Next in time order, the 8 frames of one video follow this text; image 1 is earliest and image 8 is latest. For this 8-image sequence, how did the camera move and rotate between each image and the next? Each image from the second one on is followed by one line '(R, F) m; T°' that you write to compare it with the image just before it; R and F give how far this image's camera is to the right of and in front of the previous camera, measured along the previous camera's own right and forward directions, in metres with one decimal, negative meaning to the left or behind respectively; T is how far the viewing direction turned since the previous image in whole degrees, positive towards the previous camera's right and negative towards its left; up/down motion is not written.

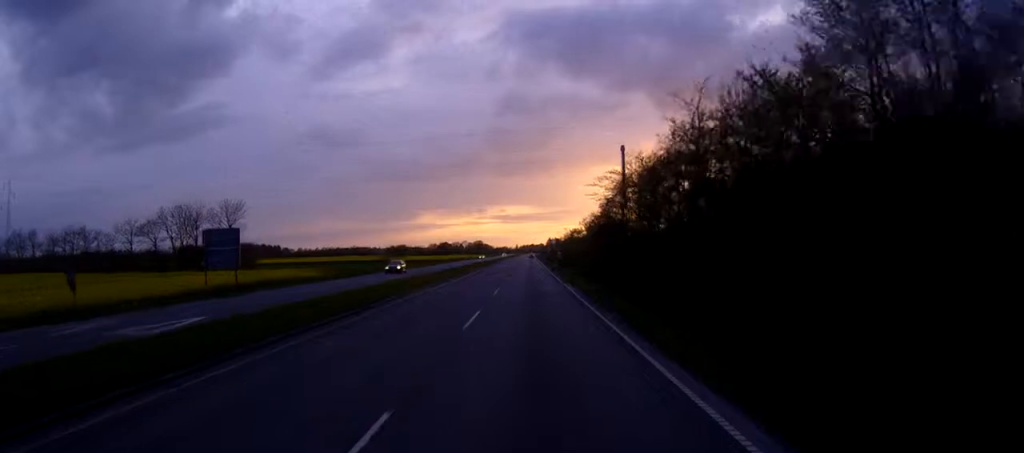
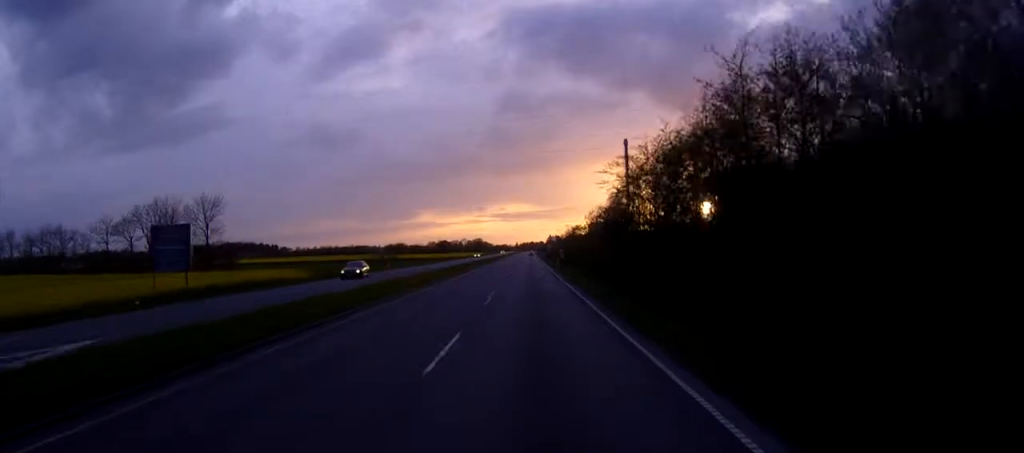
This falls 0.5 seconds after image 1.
(0.0, +7.3) m; 0°
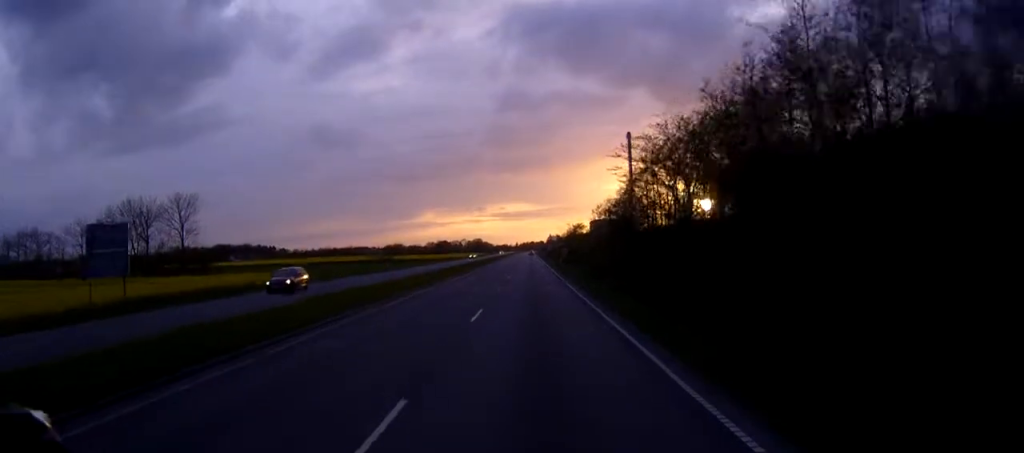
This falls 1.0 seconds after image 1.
(0.0, +6.9) m; 0°
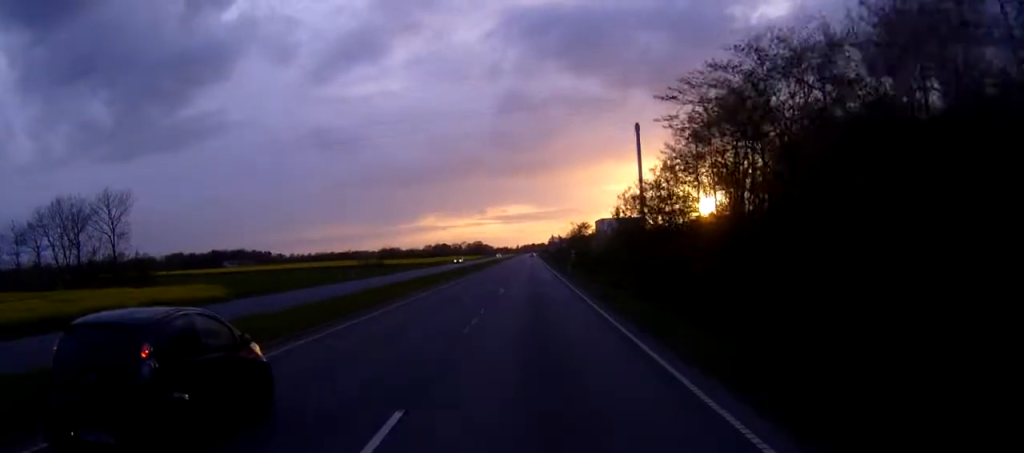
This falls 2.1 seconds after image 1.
(0.0, +15.7) m; 0°
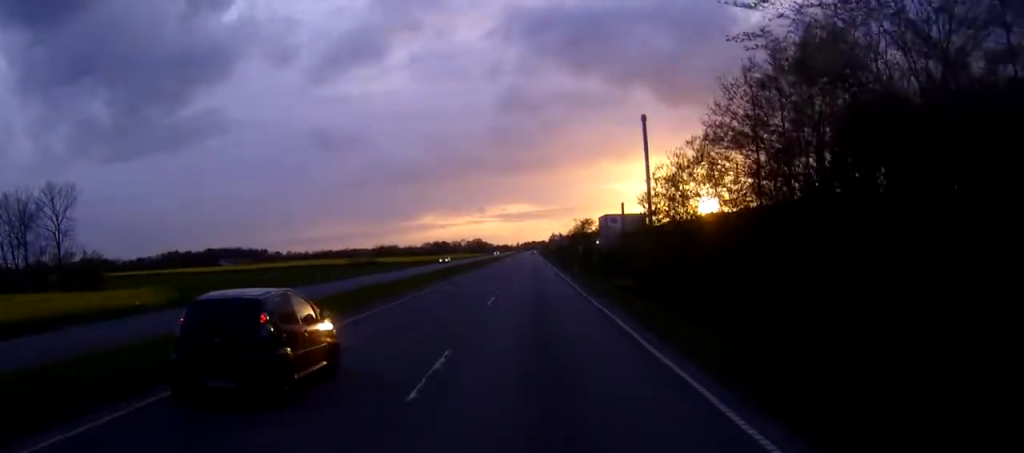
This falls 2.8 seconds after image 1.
(0.0, +9.8) m; 0°
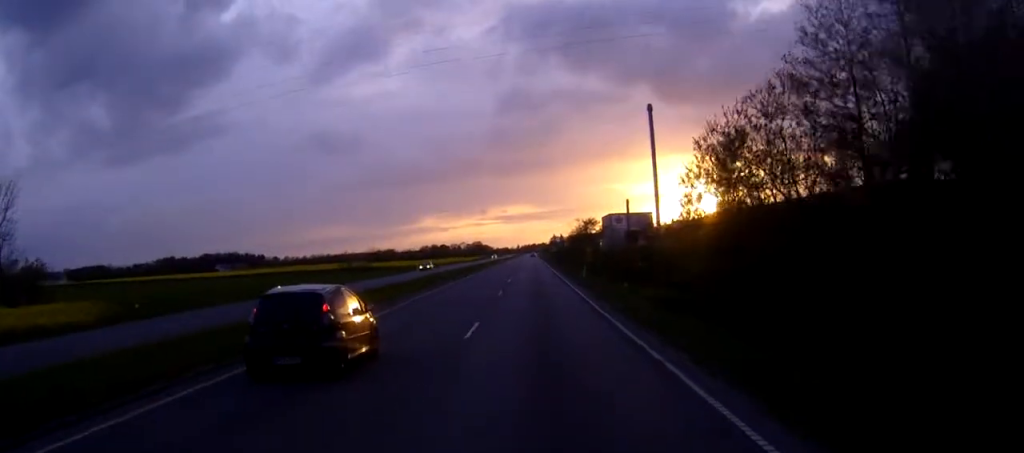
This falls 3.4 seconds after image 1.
(0.0, +8.9) m; 0°
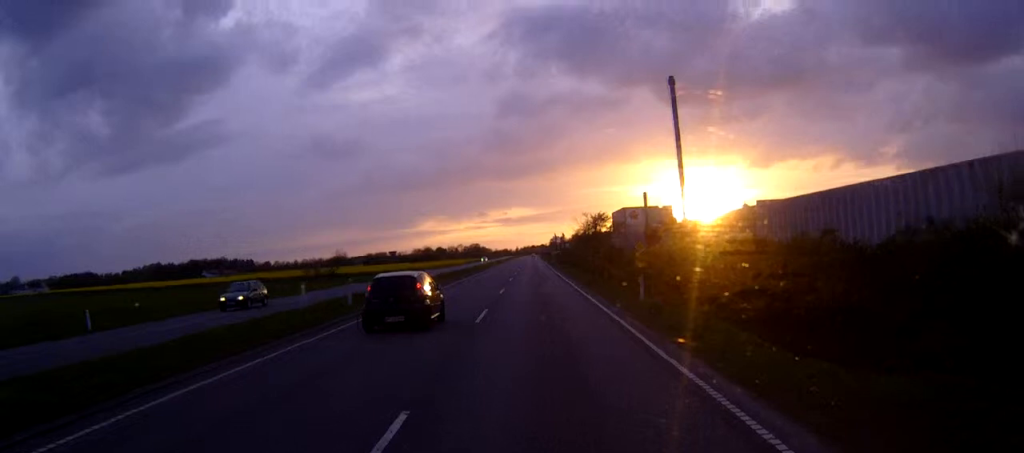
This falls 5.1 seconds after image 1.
(-0.2, +26.4) m; 0°
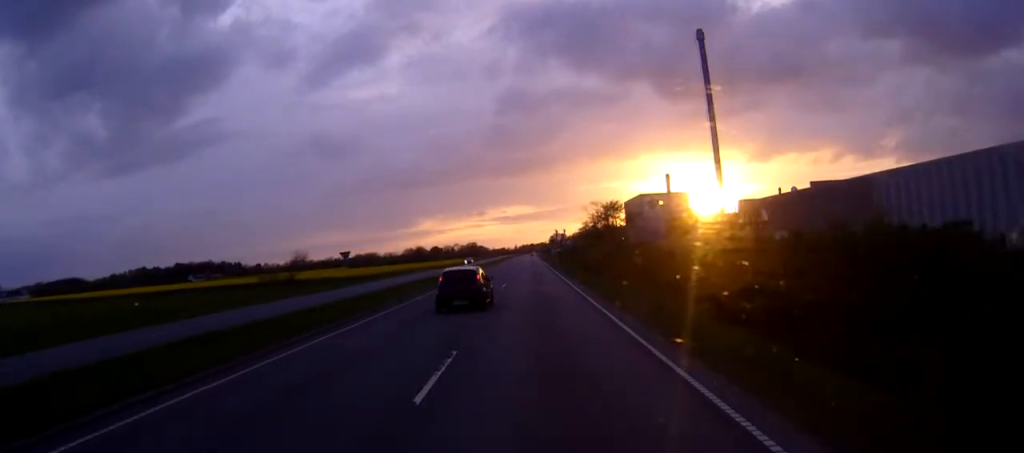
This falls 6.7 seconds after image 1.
(+0.2, +24.4) m; 0°
